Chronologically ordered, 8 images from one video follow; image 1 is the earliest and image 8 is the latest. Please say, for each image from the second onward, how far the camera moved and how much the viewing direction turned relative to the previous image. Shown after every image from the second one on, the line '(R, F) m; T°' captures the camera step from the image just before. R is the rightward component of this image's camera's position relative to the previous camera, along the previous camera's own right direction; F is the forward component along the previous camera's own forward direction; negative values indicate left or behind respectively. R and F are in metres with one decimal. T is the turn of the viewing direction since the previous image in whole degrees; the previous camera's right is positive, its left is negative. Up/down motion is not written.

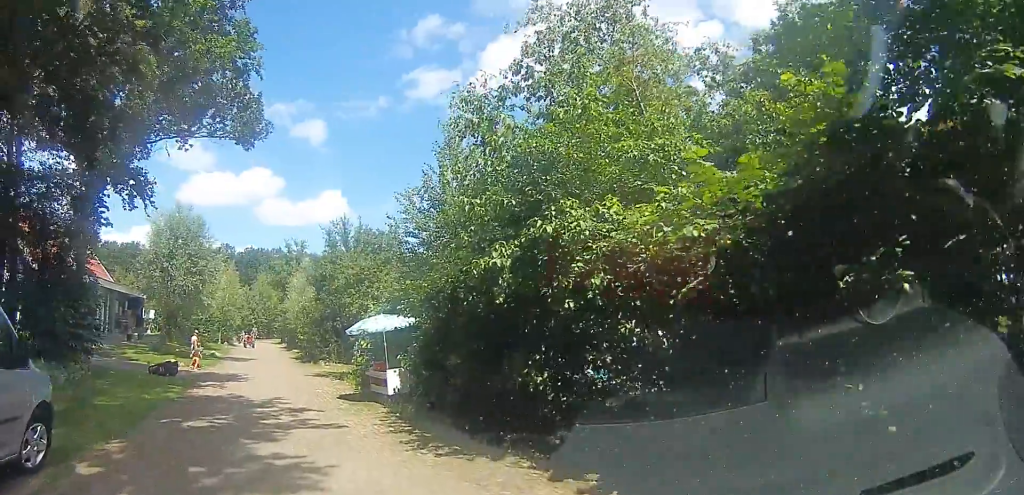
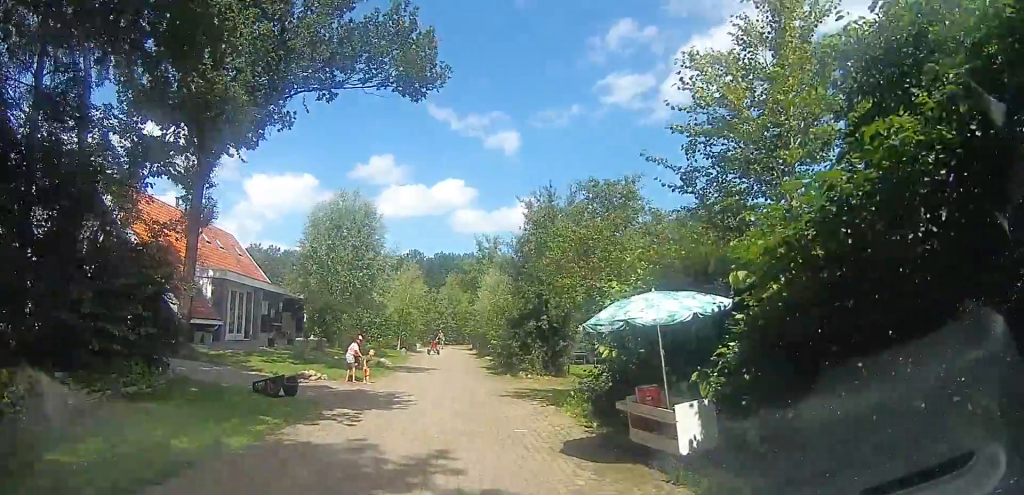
(0.0, +2.1) m; -9°
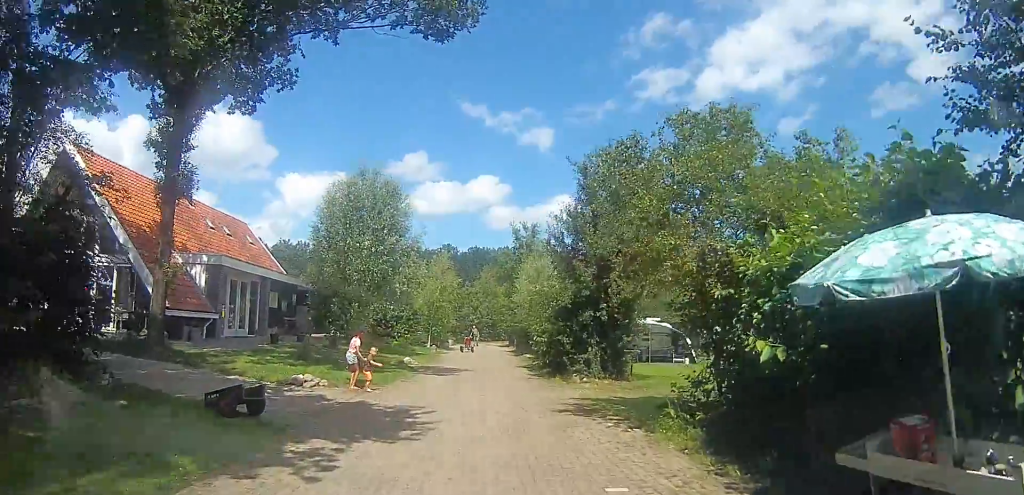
(-0.6, +3.0) m; -19°
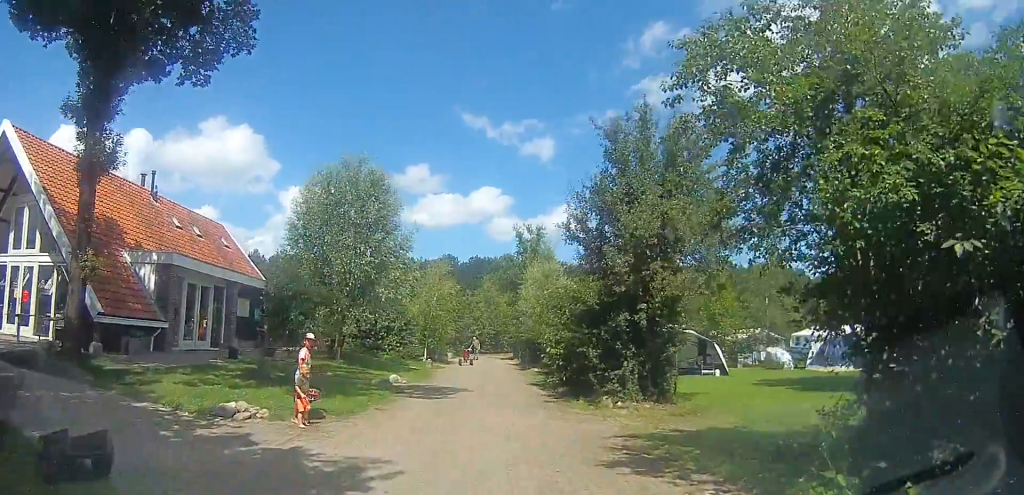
(-0.4, +4.7) m; -4°
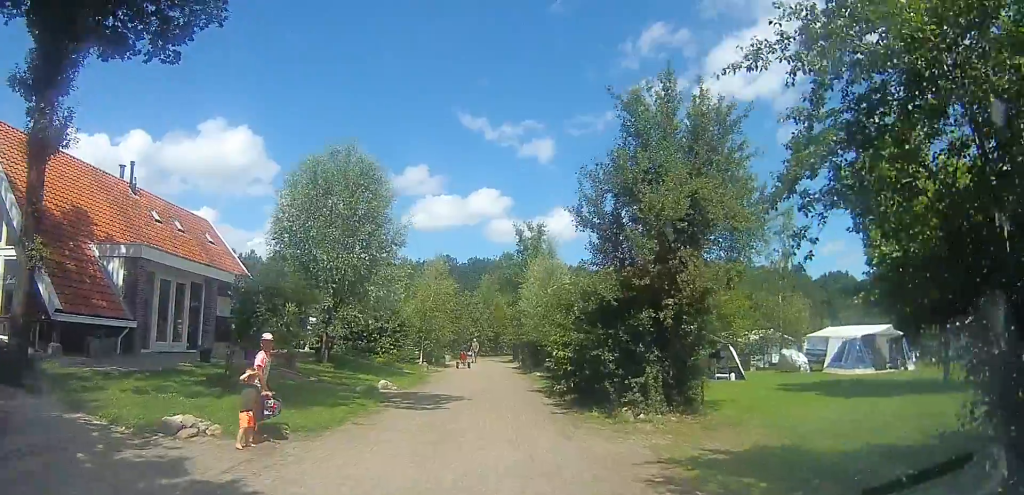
(0.0, +1.4) m; 0°
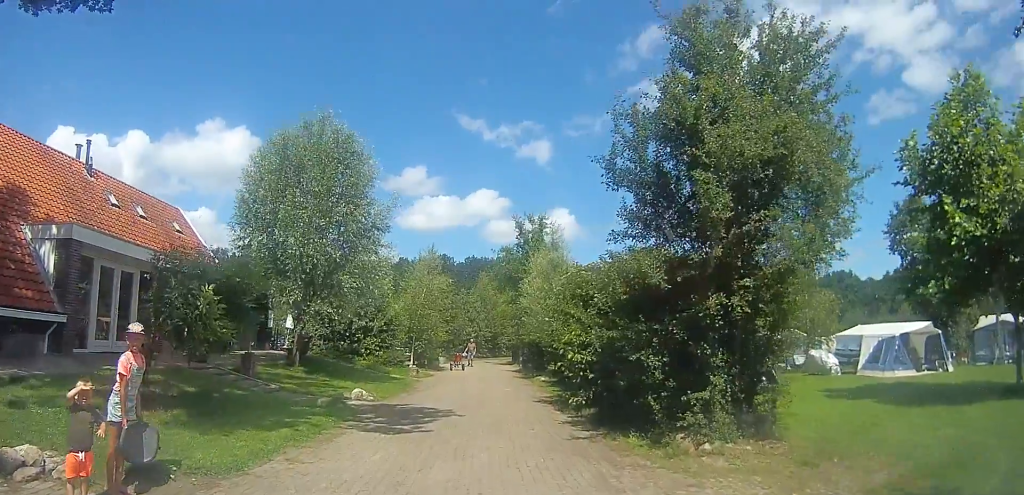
(0.0, +0.7) m; +1°
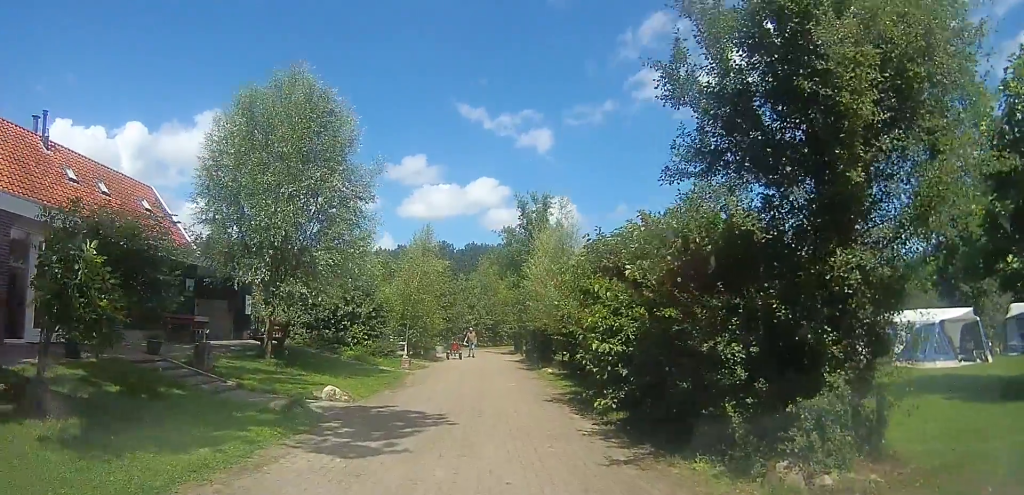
(0.0, +1.1) m; +2°
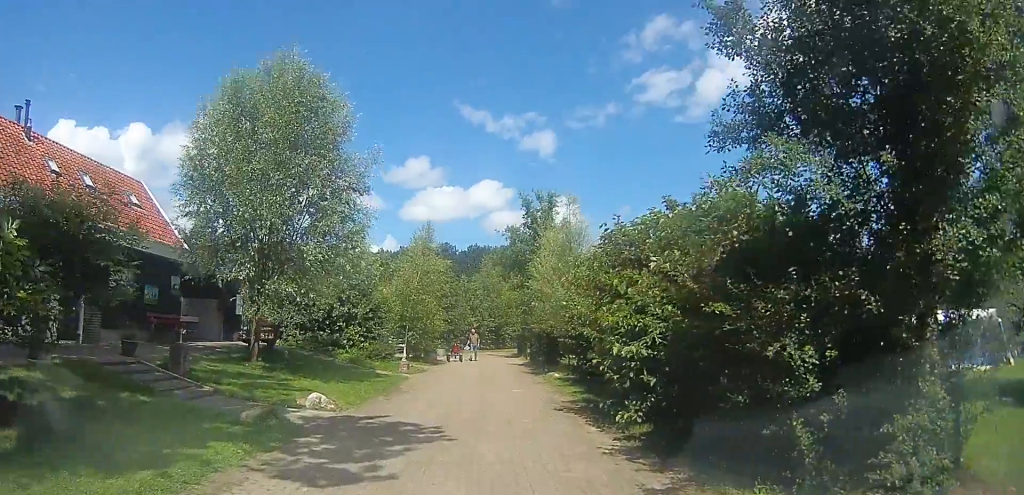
(0.0, +2.3) m; -1°
